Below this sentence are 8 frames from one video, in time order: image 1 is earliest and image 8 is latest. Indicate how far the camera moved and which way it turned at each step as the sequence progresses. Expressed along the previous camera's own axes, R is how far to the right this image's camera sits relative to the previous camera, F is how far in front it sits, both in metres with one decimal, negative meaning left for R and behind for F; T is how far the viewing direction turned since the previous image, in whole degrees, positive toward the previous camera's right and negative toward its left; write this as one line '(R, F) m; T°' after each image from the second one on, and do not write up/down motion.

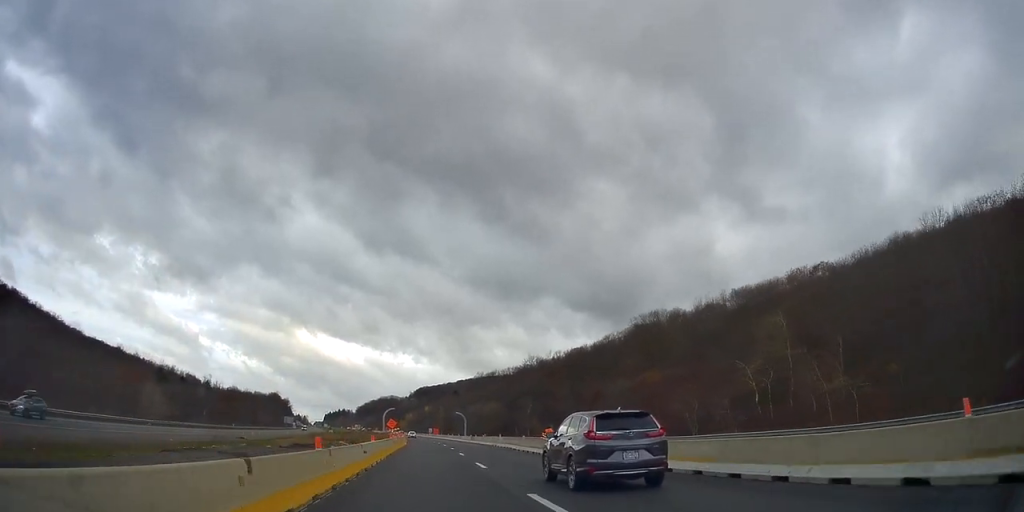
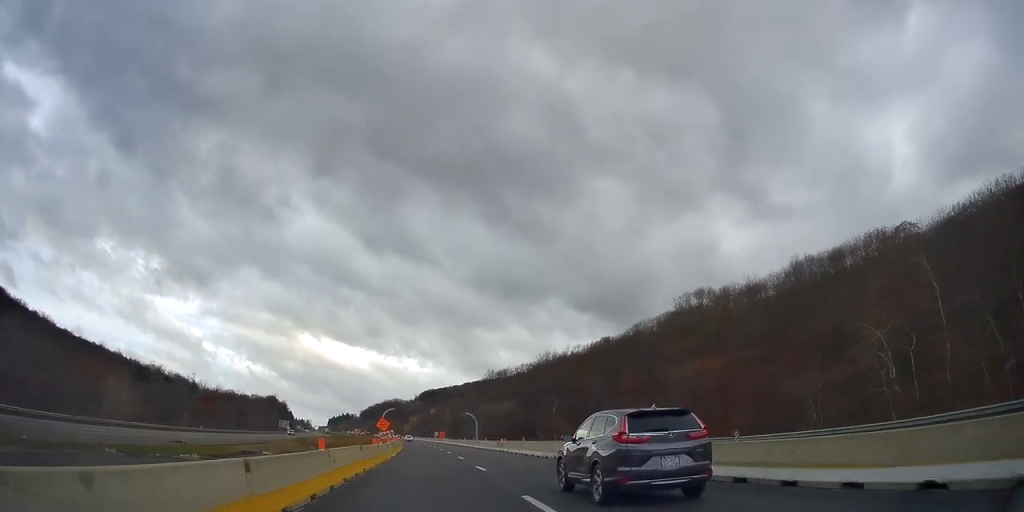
(-0.2, +24.2) m; 0°
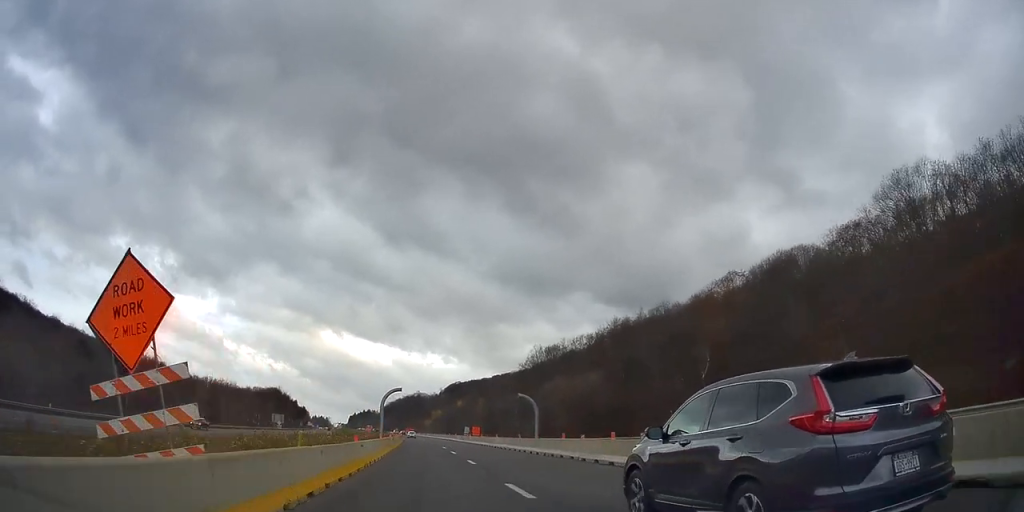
(0.0, +60.0) m; -1°
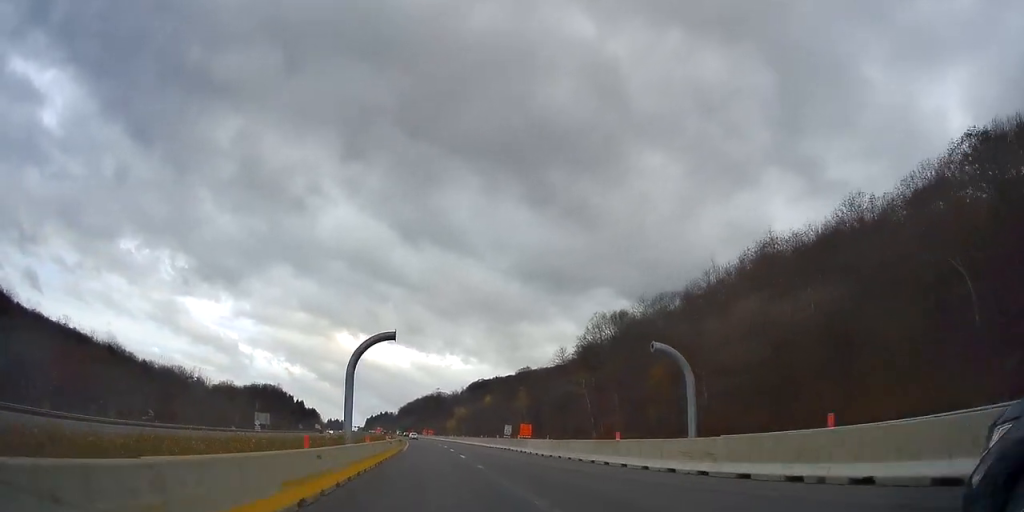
(-0.9, +52.9) m; -2°
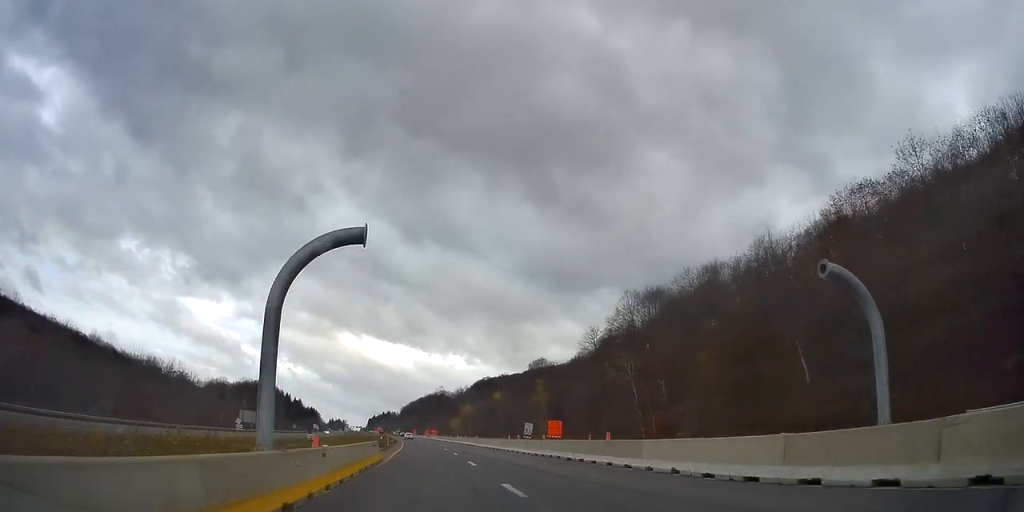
(0.0, +20.9) m; -1°
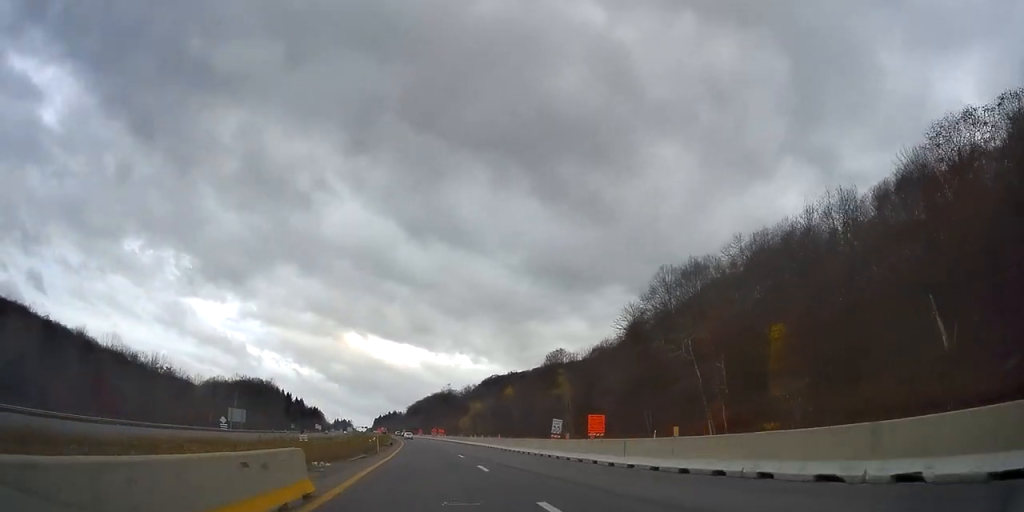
(-0.2, +16.9) m; 0°
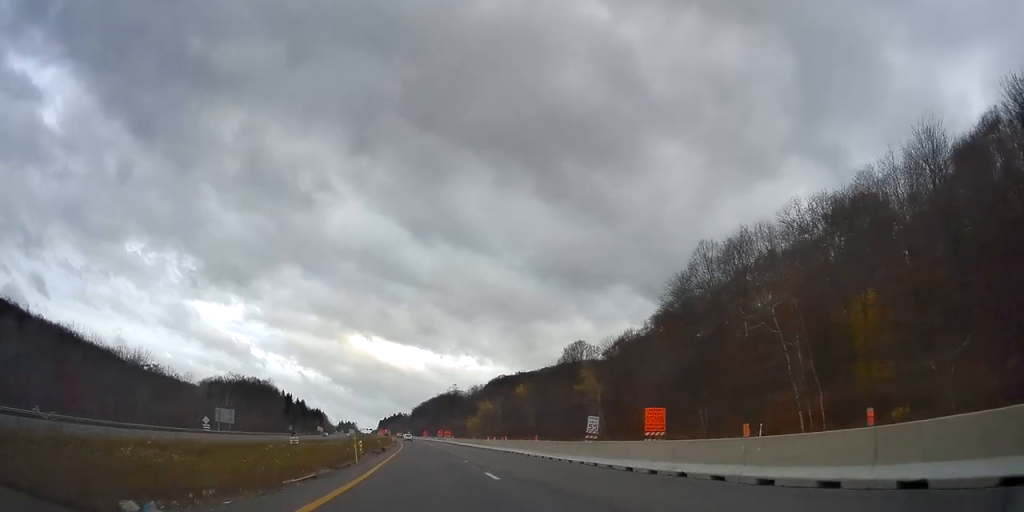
(-0.1, +14.9) m; 0°
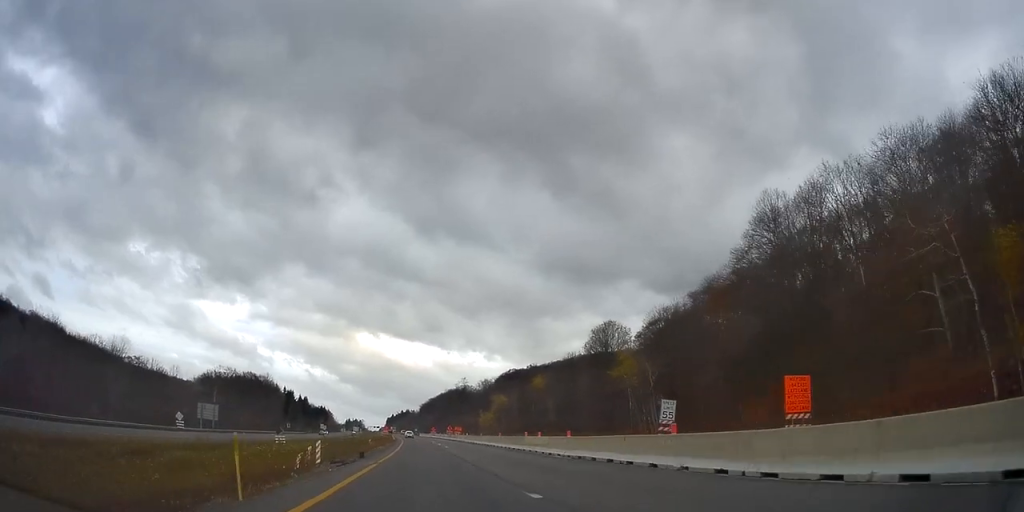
(+0.1, +18.4) m; 0°
